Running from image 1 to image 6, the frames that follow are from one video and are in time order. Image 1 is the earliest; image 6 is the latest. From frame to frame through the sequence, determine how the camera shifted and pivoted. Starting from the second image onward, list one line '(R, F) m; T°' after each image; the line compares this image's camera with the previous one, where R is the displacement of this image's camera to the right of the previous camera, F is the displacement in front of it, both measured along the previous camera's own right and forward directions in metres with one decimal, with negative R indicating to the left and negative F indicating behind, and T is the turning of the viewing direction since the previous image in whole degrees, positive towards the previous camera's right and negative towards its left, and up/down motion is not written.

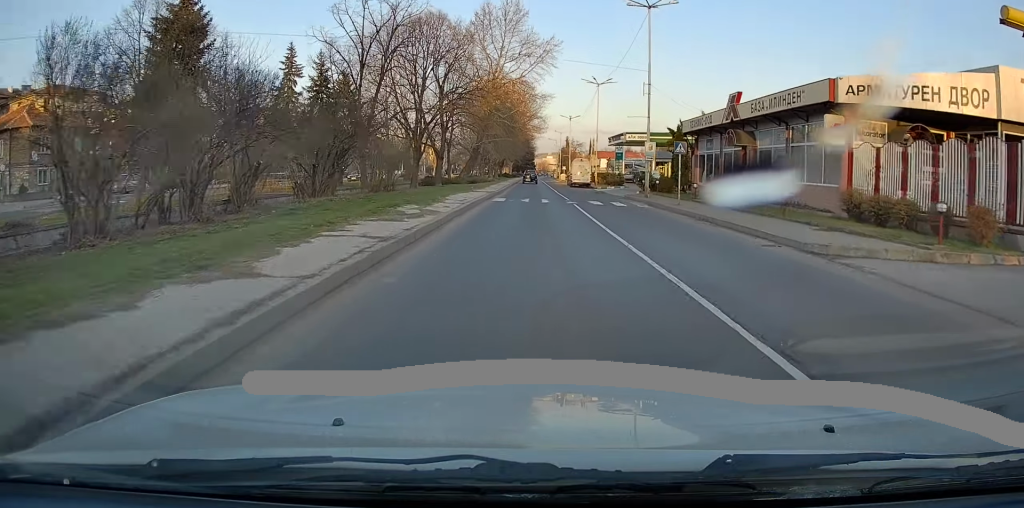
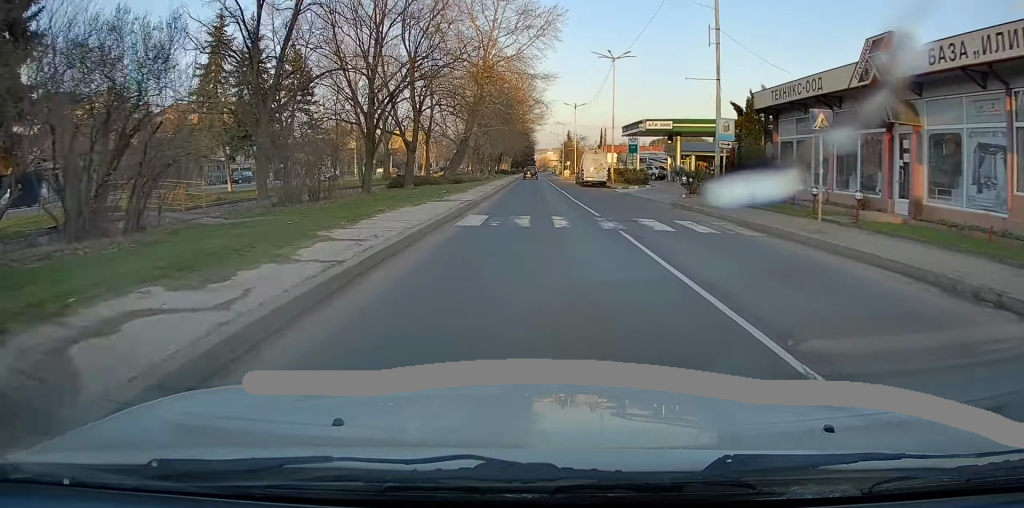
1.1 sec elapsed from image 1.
(-0.1, +13.3) m; 0°
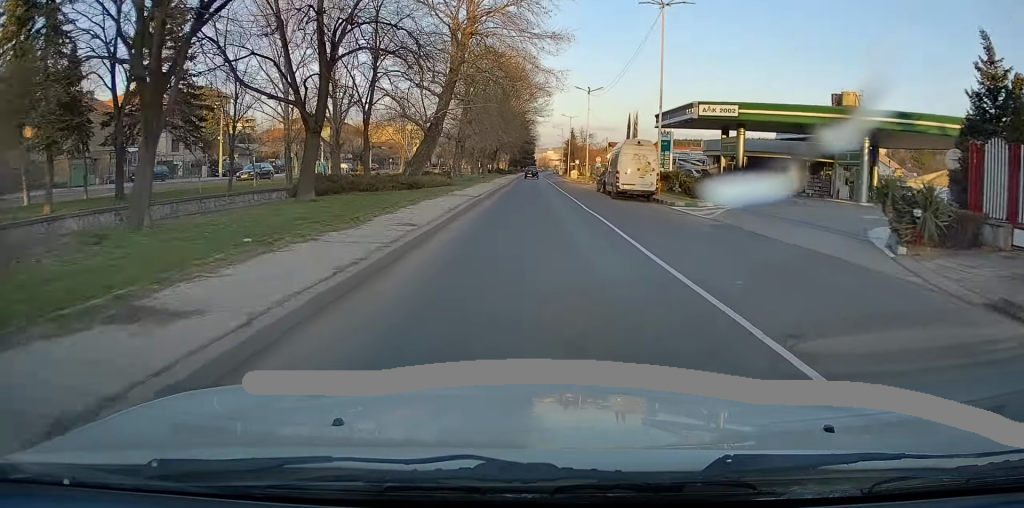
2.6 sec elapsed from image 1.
(0.0, +19.6) m; 0°
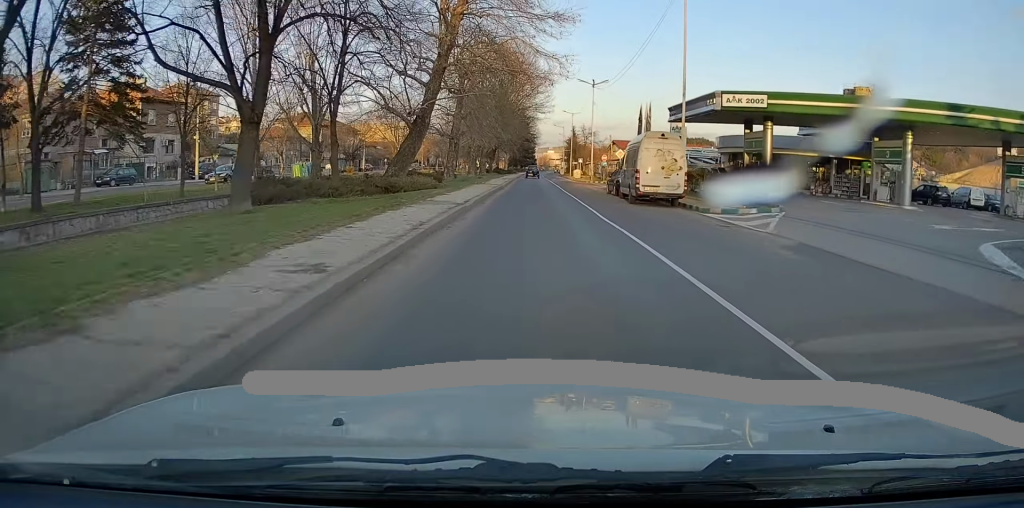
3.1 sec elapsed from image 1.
(0.0, +5.4) m; 0°
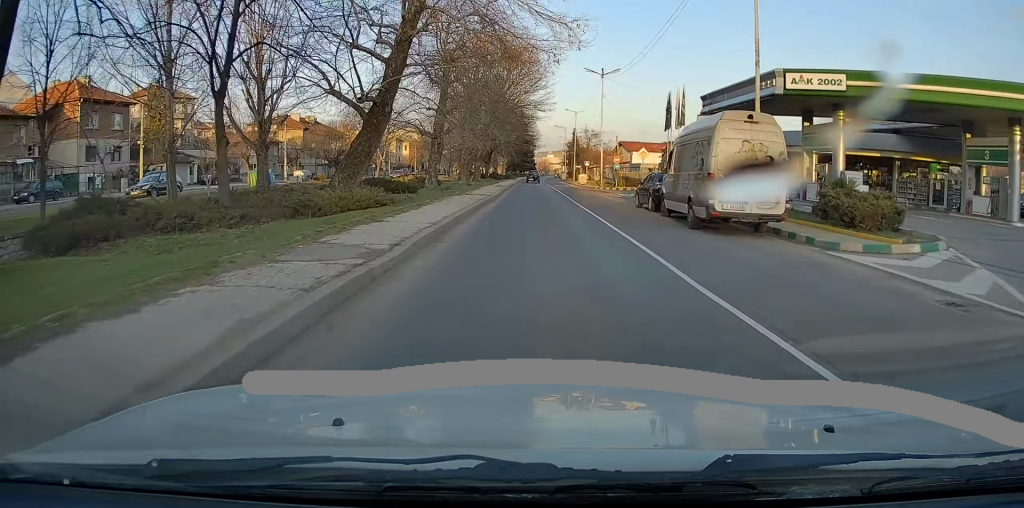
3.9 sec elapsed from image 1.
(0.0, +10.2) m; 0°
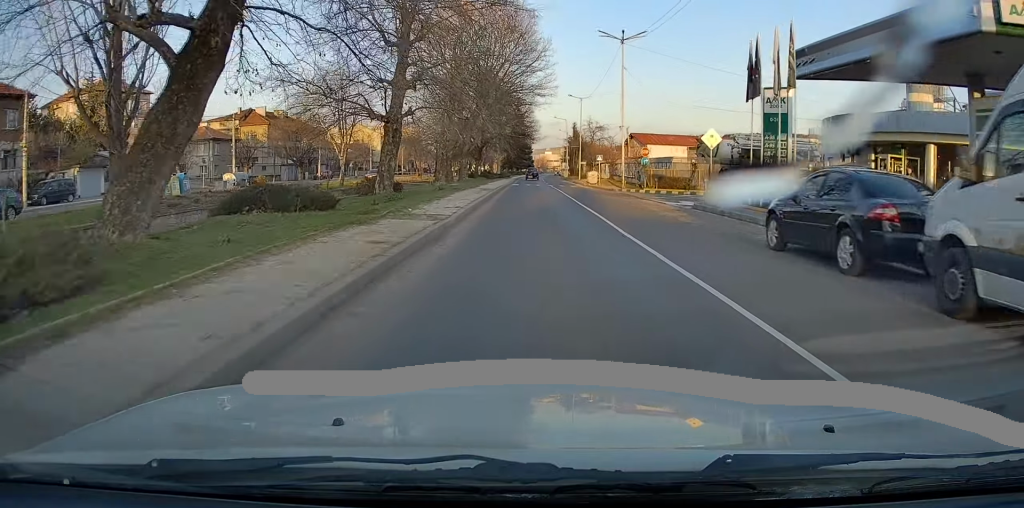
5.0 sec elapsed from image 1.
(+0.1, +15.2) m; +2°
